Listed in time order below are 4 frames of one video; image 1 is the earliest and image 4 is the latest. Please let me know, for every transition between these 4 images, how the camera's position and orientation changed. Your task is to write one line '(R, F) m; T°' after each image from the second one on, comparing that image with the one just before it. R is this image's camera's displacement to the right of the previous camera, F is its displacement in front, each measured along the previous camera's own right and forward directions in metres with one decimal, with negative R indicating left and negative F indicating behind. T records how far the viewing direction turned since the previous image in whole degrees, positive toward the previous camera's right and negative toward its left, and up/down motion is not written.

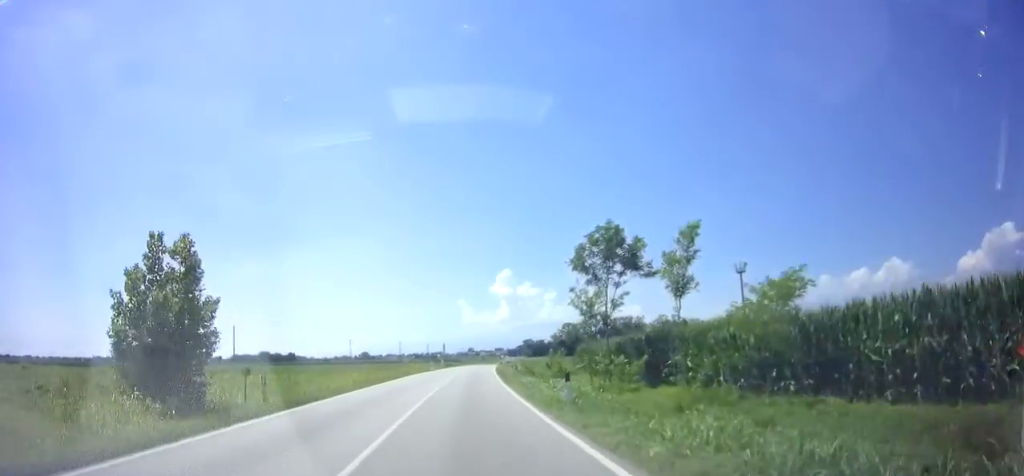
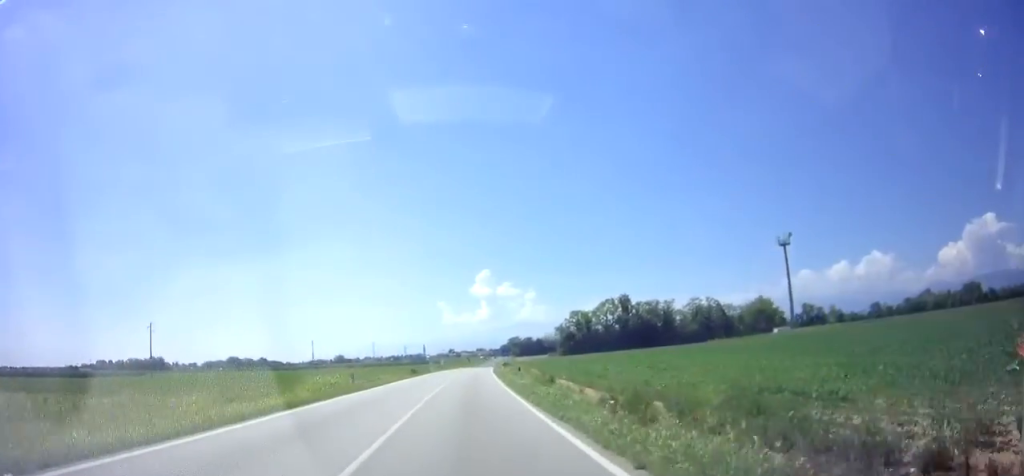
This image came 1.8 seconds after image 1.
(+0.4, +35.2) m; +1°
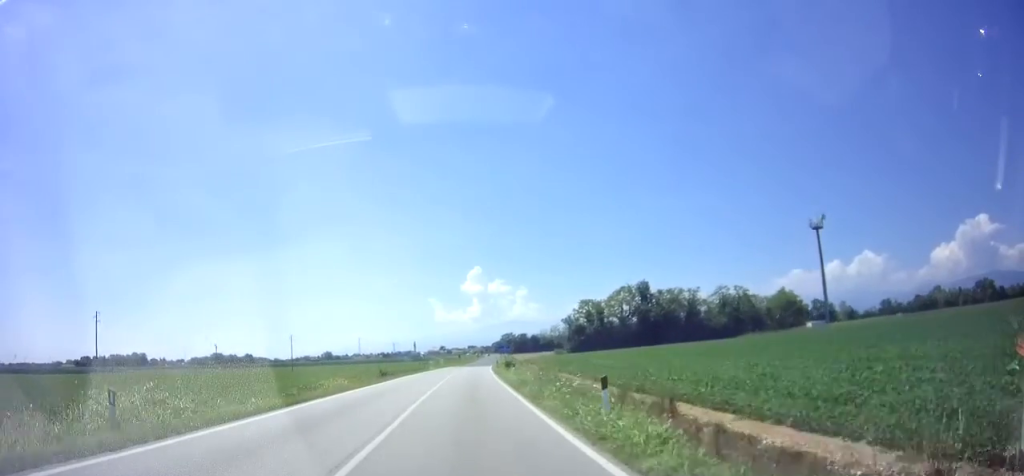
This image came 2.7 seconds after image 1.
(+0.4, +17.5) m; +2°
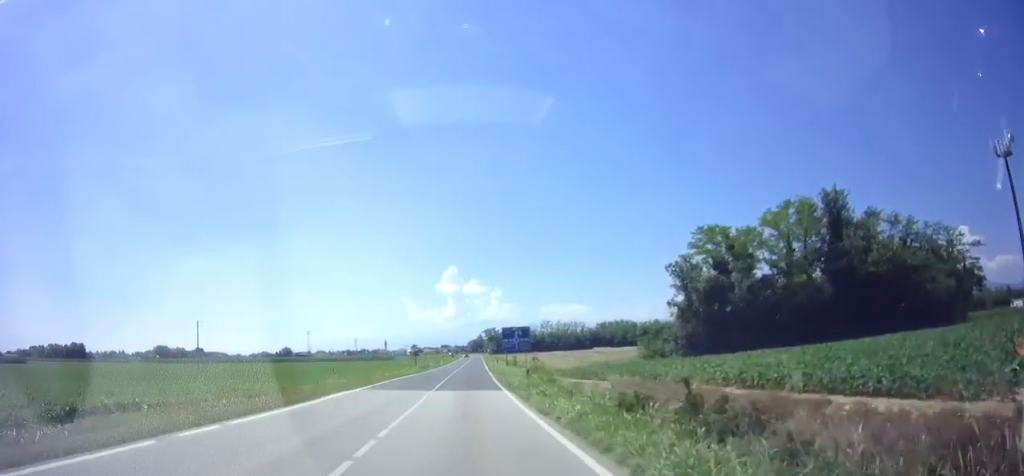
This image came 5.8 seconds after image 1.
(+0.6, +60.4) m; +3°
